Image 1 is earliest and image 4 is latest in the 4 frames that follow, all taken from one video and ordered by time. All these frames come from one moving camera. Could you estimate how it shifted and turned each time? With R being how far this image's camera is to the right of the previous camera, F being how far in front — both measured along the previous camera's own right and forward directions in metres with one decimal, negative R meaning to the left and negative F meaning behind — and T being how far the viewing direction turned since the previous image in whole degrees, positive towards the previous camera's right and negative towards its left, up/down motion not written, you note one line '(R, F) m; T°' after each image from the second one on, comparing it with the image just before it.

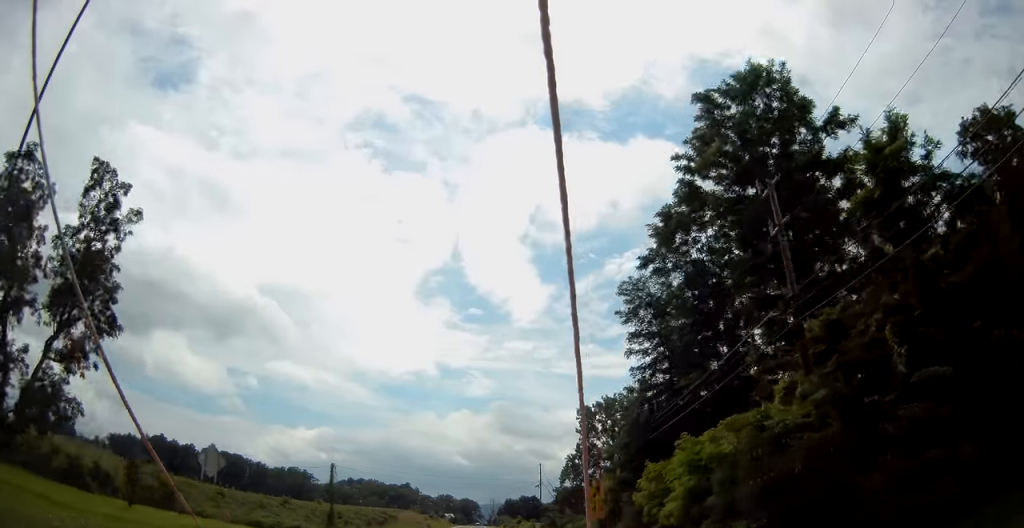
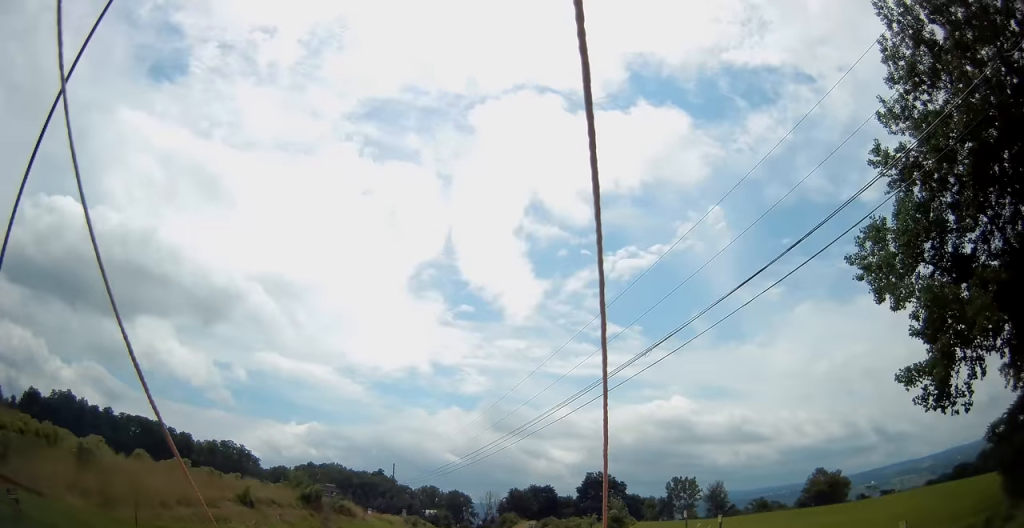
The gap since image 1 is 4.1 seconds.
(+0.7, +89.1) m; +1°
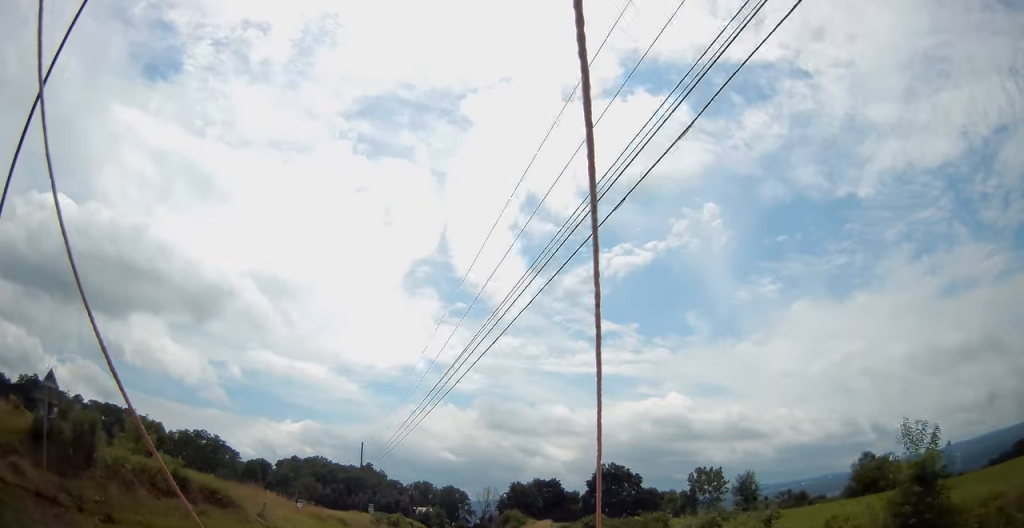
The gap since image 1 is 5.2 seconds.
(-0.2, +25.1) m; 0°
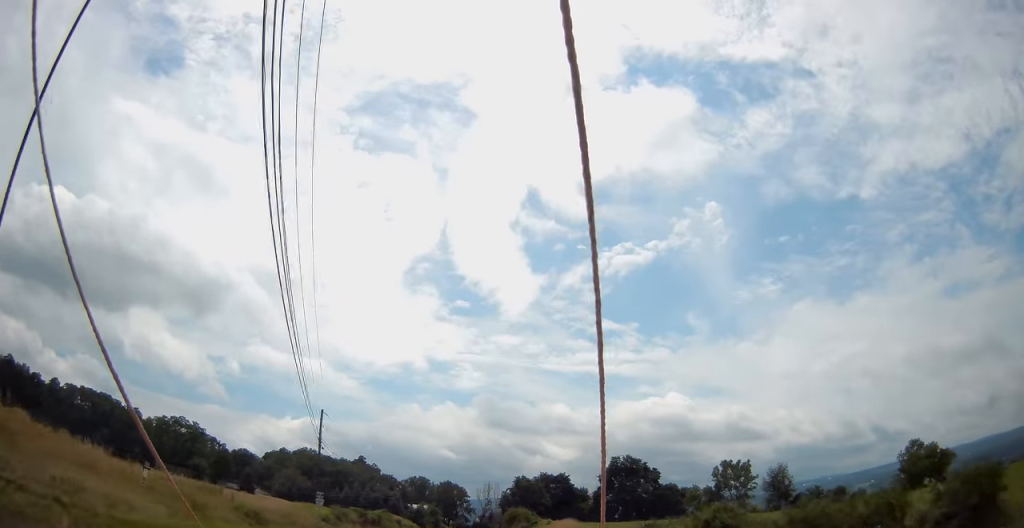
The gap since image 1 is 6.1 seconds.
(+0.2, +19.9) m; 0°
